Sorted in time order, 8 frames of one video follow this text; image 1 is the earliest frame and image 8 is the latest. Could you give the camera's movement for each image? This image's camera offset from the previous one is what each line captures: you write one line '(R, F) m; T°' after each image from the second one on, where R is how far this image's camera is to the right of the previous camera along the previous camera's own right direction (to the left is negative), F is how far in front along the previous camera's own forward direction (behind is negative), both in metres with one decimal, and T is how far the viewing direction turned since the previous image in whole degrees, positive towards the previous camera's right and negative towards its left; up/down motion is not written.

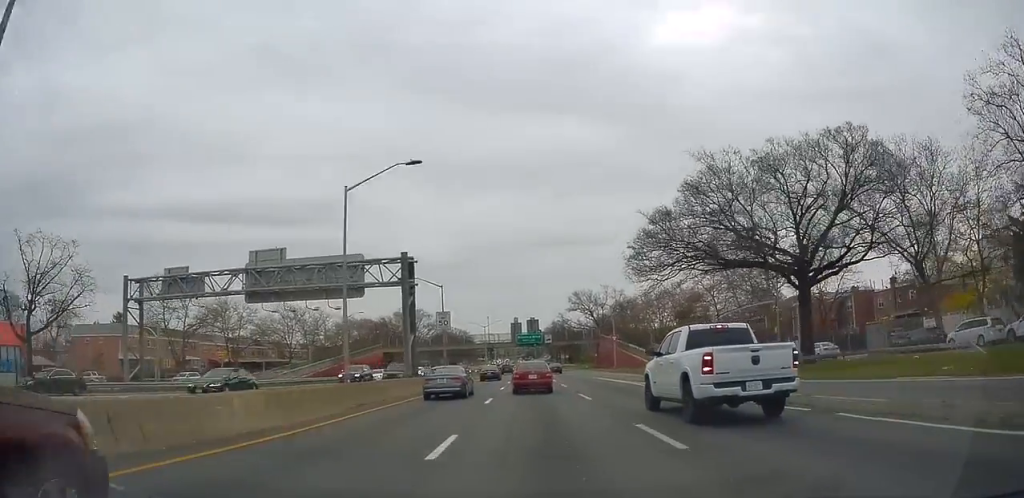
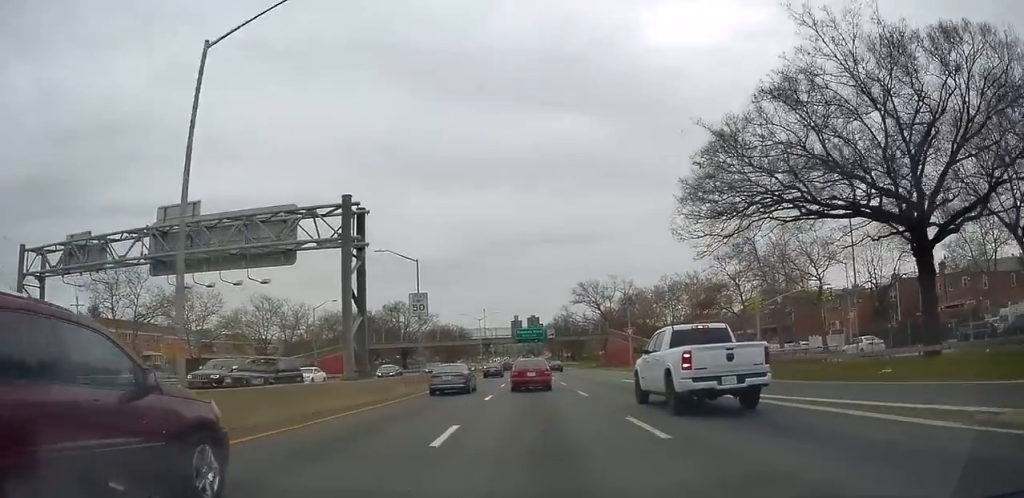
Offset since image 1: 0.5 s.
(-0.1, +11.3) m; 0°
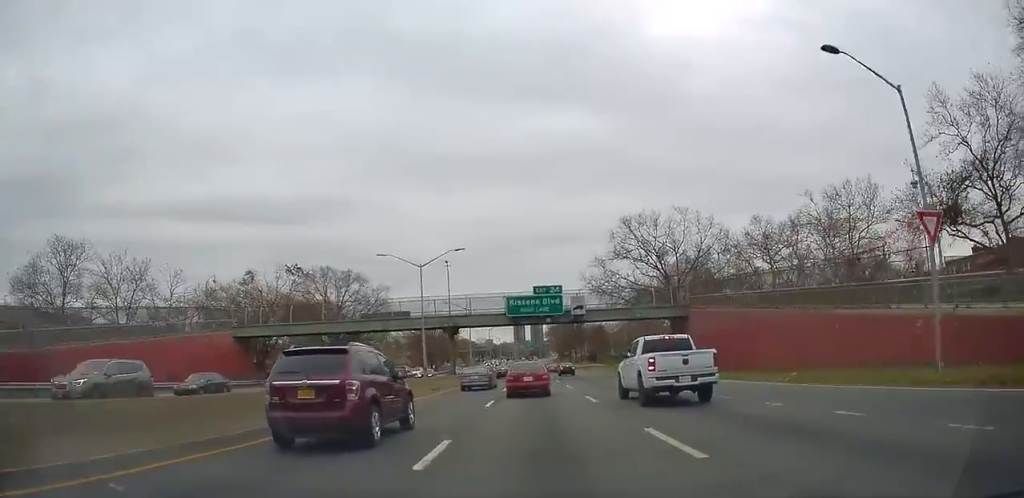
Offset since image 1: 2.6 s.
(-0.1, +50.1) m; +1°
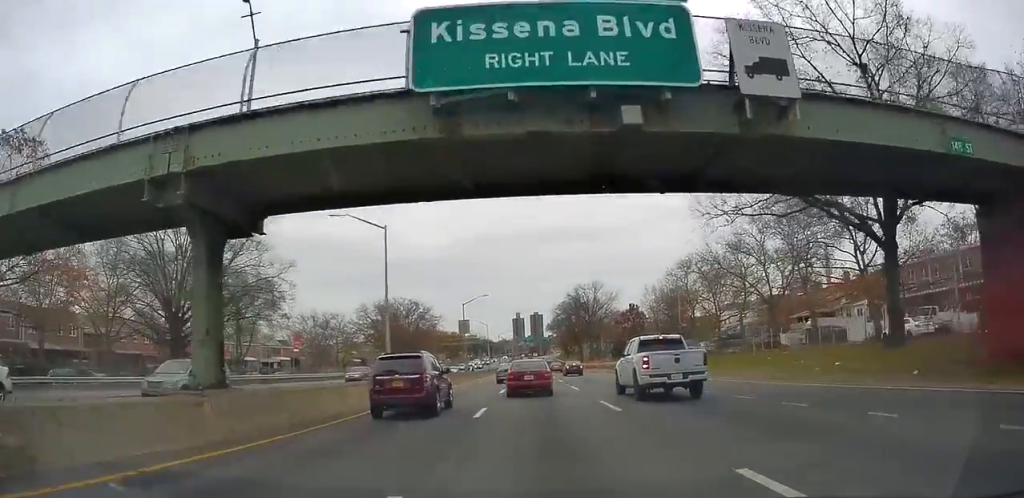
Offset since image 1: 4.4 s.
(-0.2, +41.4) m; 0°
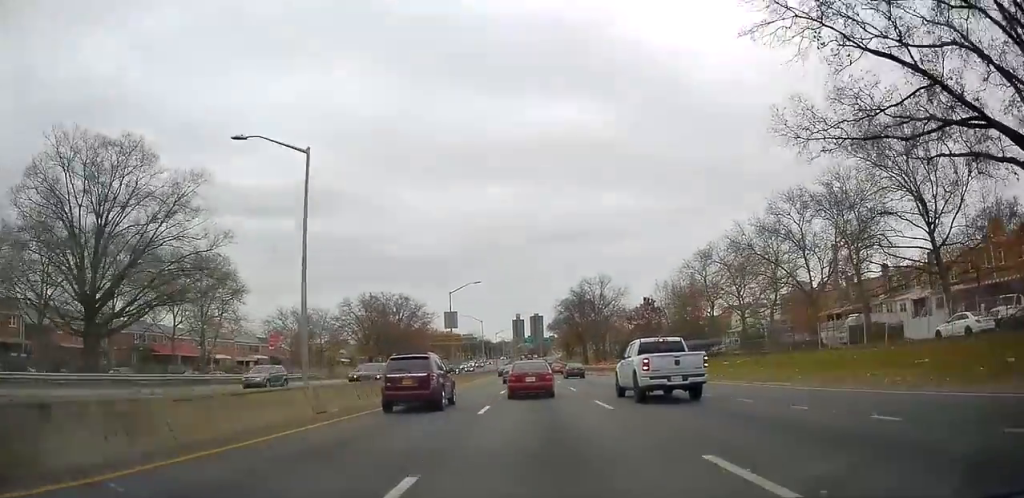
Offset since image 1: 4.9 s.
(+0.1, +11.2) m; 0°
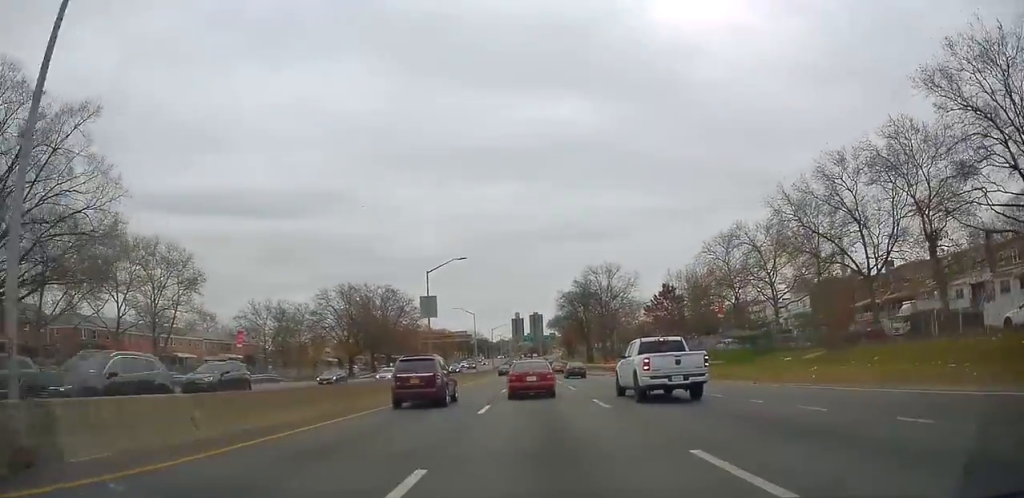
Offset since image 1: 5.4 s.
(0.0, +11.8) m; 0°
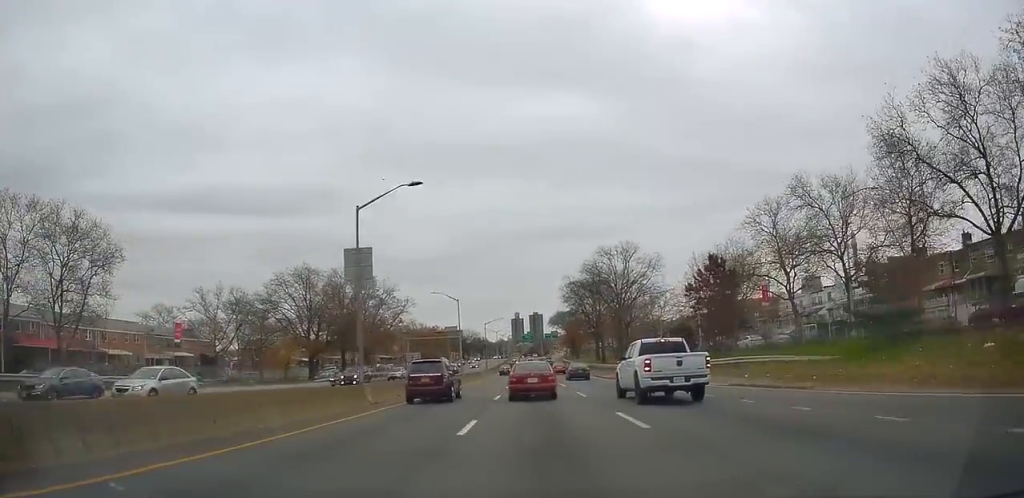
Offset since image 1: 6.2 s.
(0.0, +17.8) m; -1°
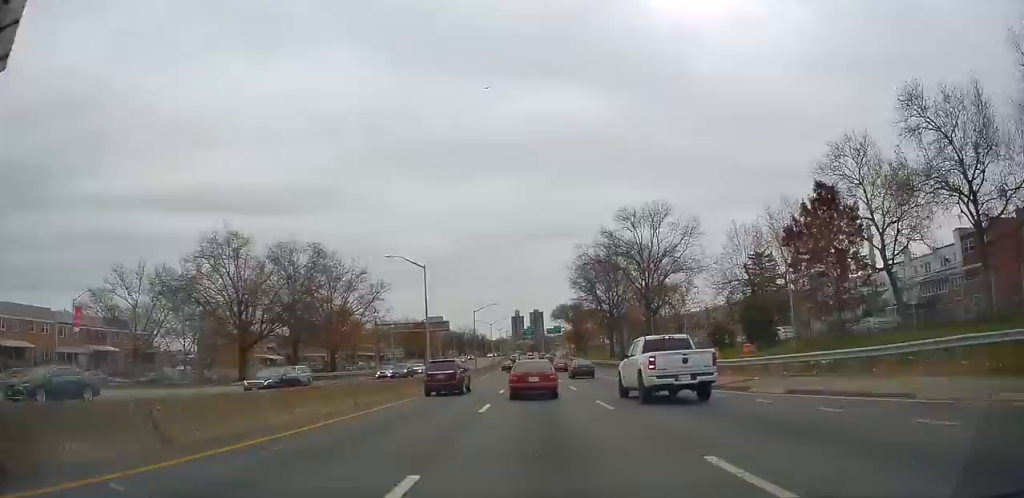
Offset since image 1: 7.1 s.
(-0.5, +19.6) m; +1°
